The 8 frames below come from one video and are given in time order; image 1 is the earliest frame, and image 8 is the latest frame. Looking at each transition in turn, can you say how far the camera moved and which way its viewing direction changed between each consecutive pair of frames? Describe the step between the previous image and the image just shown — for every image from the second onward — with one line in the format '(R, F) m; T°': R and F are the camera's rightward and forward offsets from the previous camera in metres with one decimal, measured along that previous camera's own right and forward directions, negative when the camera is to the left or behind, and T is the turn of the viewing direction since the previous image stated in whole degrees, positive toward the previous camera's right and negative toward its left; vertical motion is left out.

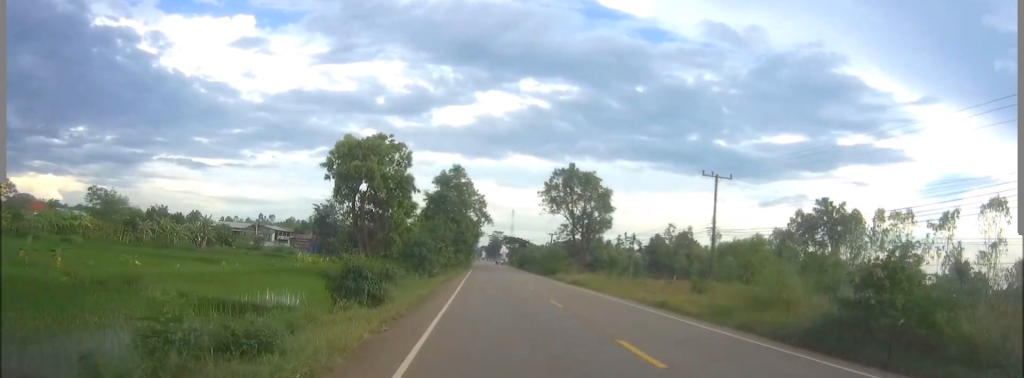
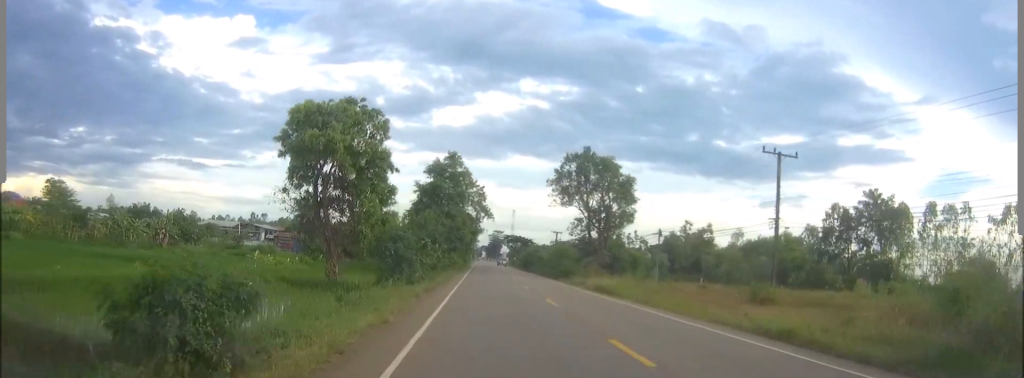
(0.0, +11.9) m; 0°
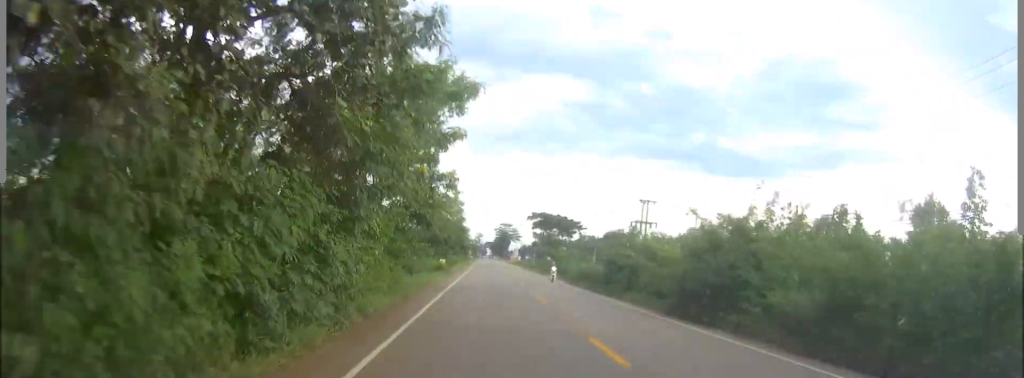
(-0.1, +85.8) m; 0°
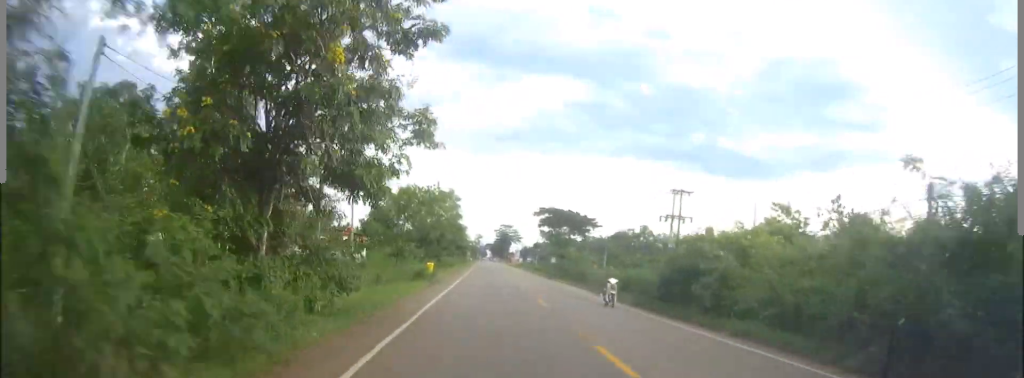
(+0.1, +12.9) m; 0°
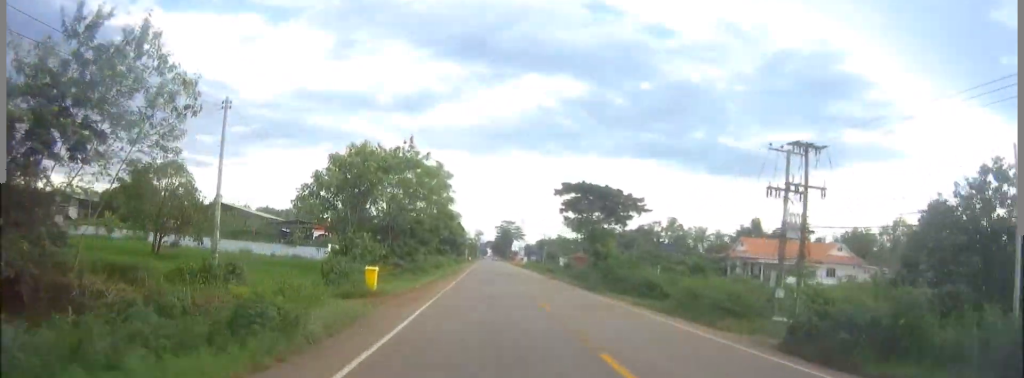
(-0.1, +24.9) m; 0°
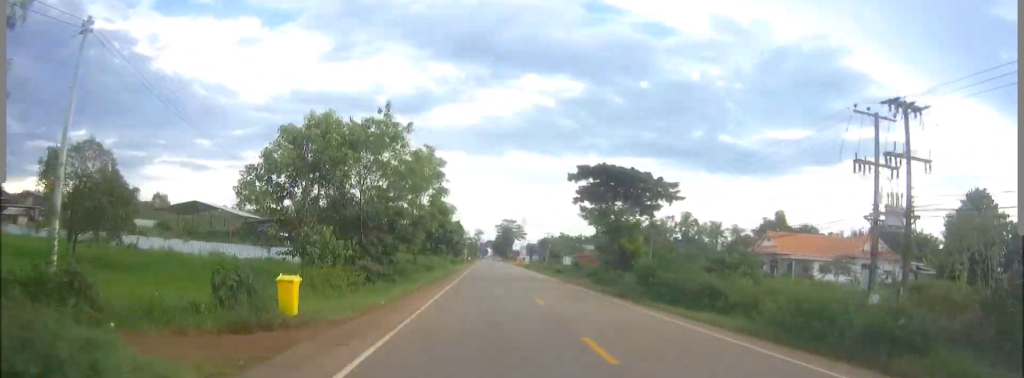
(0.0, +10.3) m; 0°
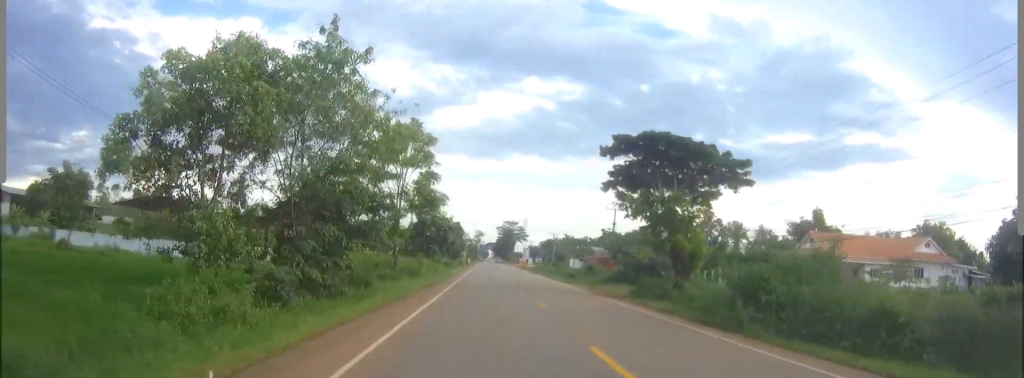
(0.0, +13.7) m; 0°
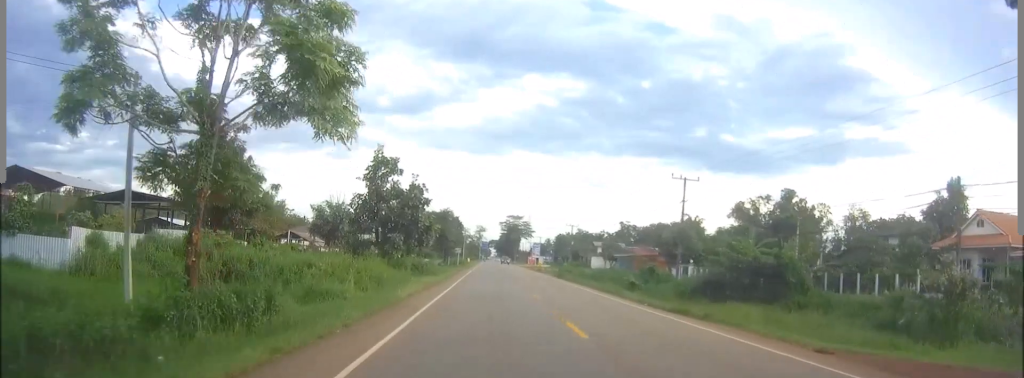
(0.0, +31.5) m; 0°
